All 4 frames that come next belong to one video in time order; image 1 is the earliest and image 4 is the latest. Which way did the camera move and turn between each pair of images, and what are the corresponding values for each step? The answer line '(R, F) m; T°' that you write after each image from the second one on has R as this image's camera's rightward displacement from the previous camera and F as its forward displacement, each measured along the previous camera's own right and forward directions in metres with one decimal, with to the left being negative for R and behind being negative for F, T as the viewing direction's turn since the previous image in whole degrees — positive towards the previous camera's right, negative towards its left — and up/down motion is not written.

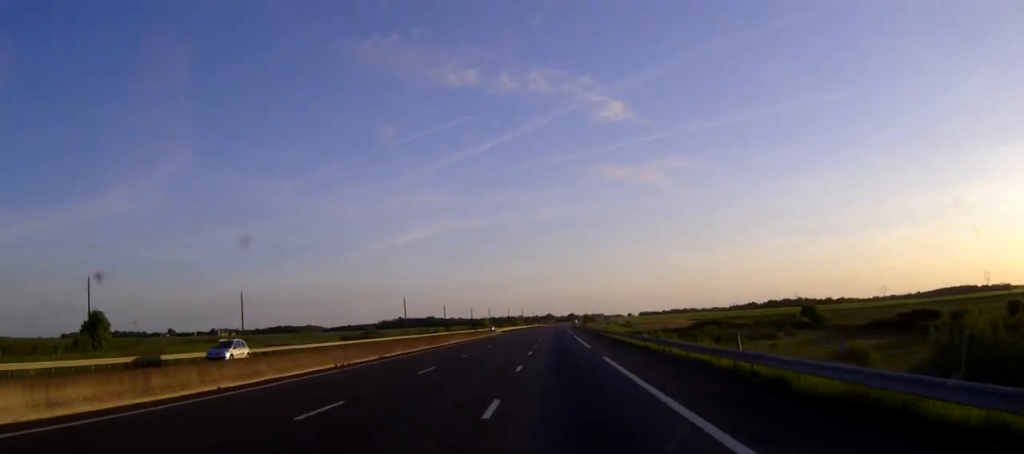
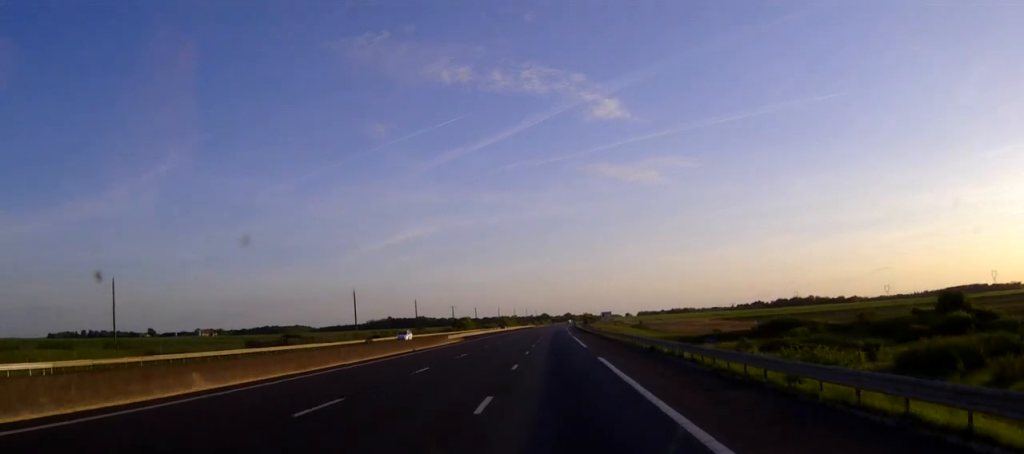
(+0.2, +51.6) m; 0°
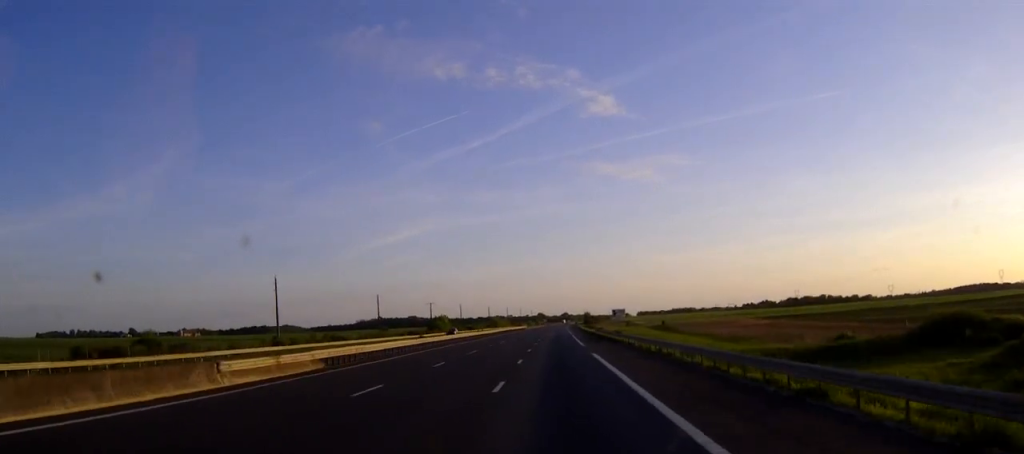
(+0.1, +48.1) m; 0°
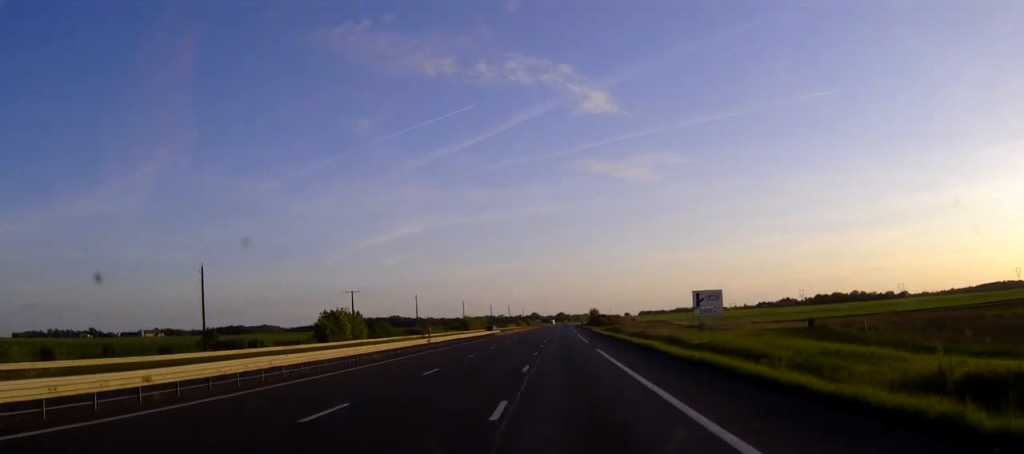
(+0.1, +97.5) m; 0°
